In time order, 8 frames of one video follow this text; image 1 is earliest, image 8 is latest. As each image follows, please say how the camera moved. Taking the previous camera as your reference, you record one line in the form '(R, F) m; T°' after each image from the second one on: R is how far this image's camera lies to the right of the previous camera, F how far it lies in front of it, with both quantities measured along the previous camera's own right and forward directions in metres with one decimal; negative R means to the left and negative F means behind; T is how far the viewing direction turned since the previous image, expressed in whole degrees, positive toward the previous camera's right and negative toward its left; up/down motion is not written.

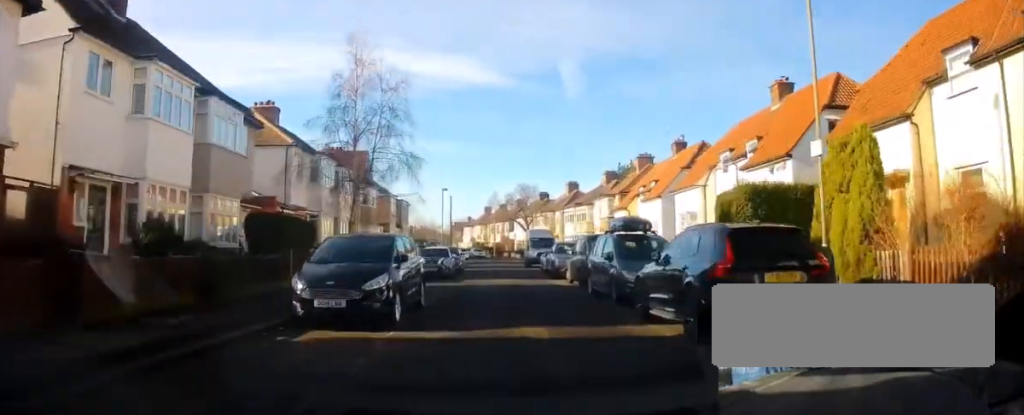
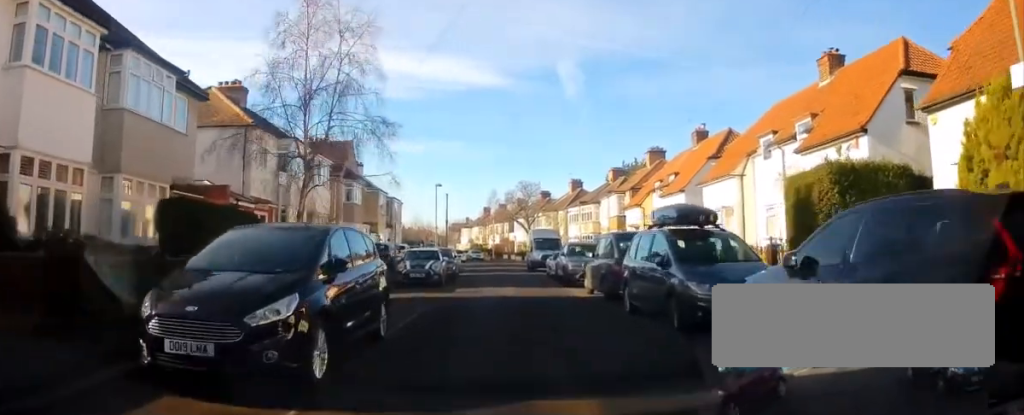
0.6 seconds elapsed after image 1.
(0.0, +4.7) m; +2°
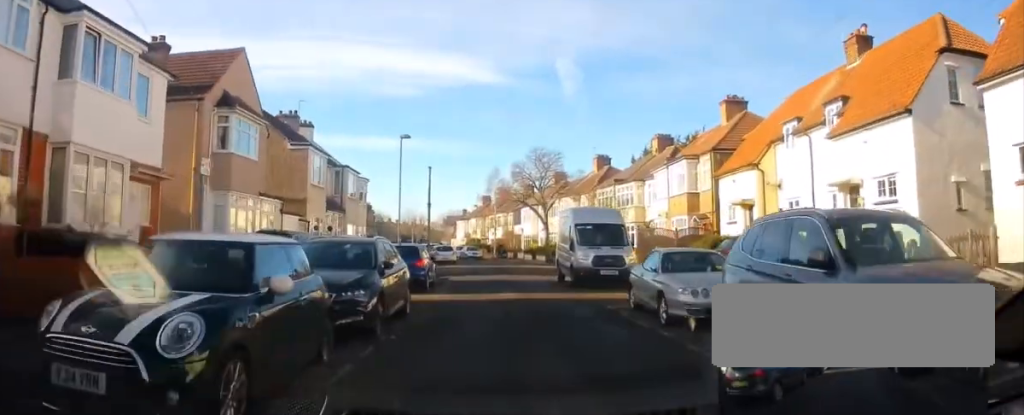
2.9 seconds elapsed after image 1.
(+0.1, +18.8) m; 0°
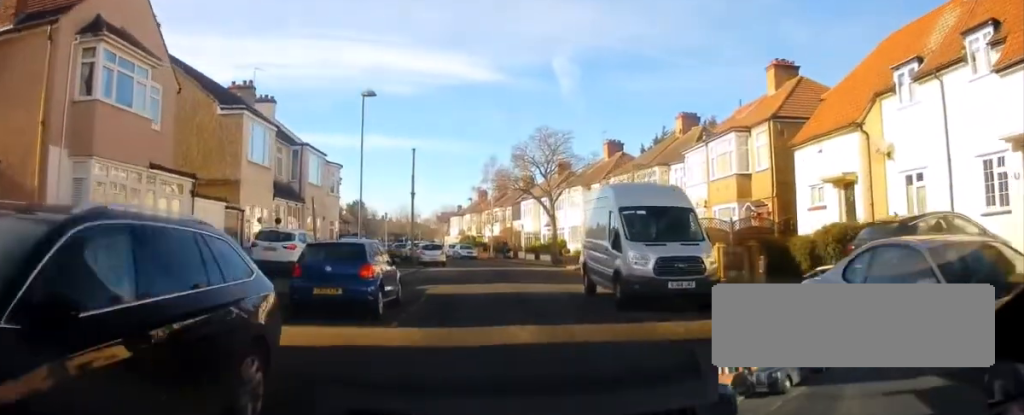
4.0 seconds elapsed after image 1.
(0.0, +7.9) m; 0°
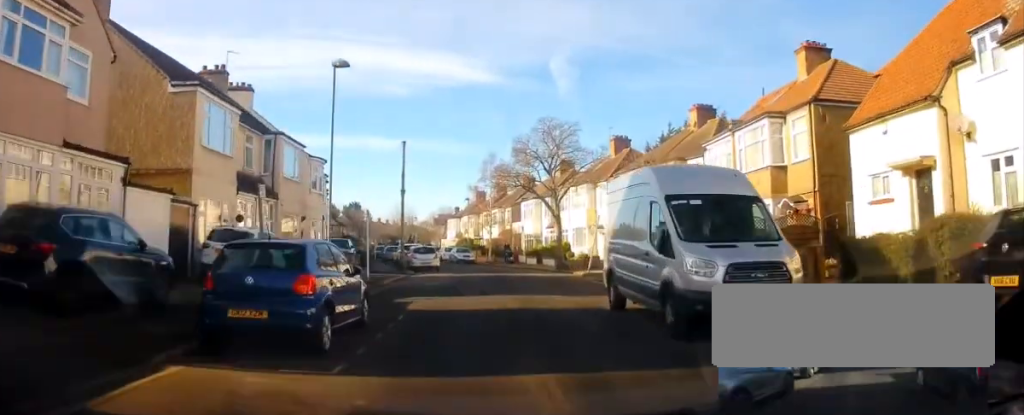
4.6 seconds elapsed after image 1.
(-0.1, +3.8) m; 0°
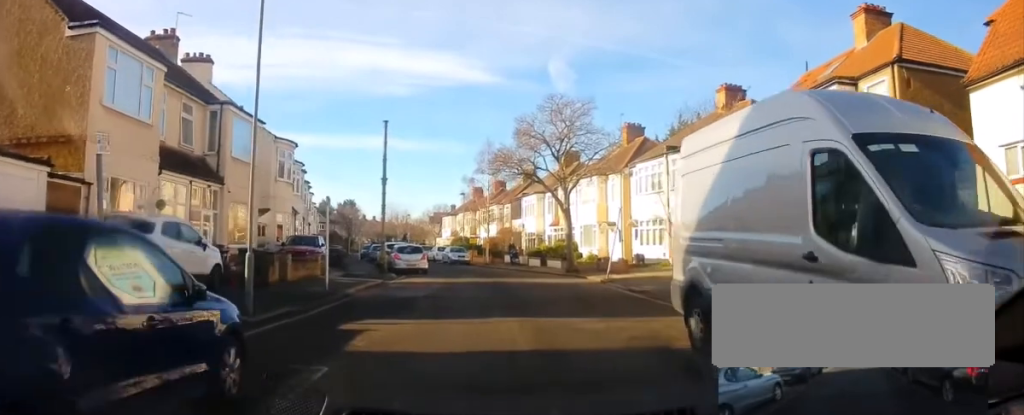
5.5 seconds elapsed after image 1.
(+0.4, +5.5) m; 0°
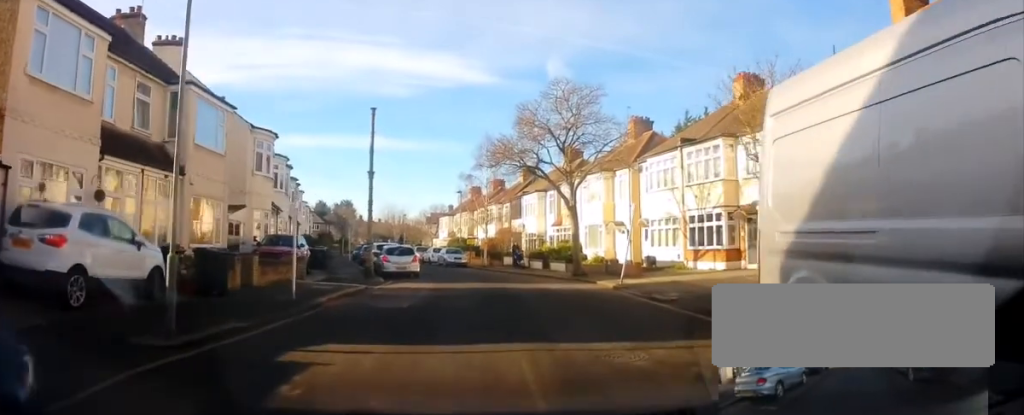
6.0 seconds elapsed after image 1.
(-0.3, +2.8) m; -3°
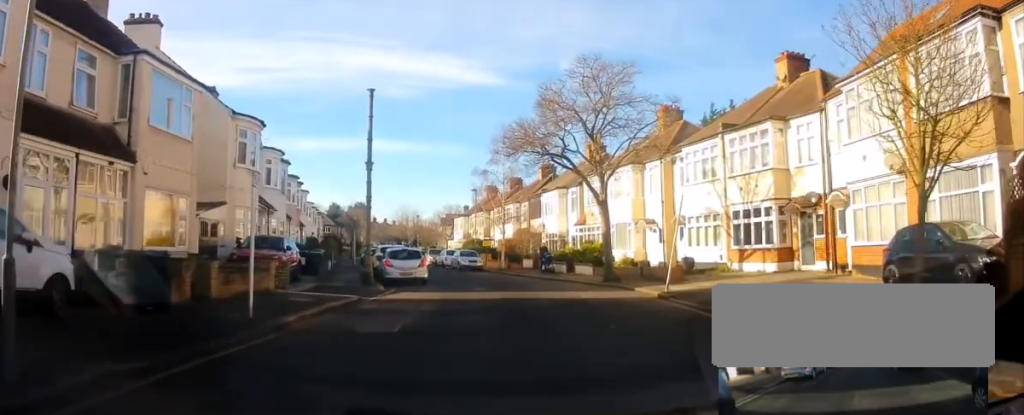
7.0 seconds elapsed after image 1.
(-0.1, +3.9) m; -2°
